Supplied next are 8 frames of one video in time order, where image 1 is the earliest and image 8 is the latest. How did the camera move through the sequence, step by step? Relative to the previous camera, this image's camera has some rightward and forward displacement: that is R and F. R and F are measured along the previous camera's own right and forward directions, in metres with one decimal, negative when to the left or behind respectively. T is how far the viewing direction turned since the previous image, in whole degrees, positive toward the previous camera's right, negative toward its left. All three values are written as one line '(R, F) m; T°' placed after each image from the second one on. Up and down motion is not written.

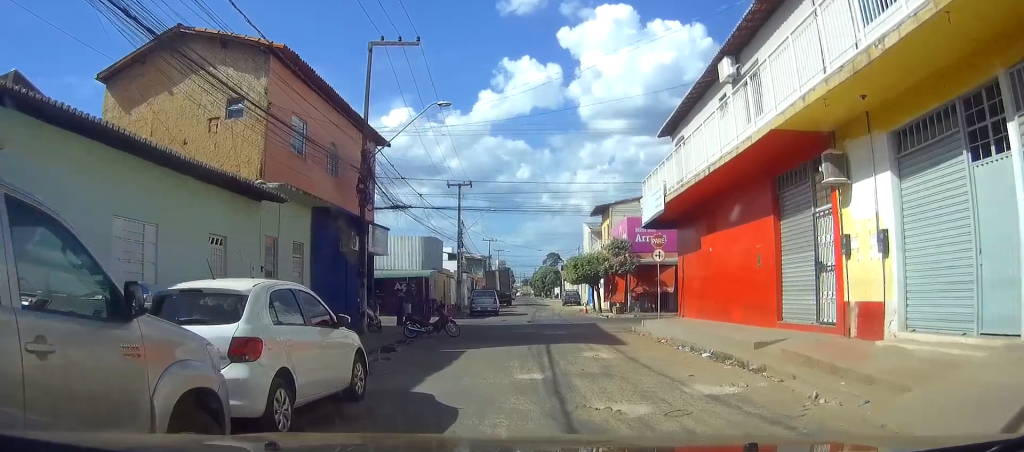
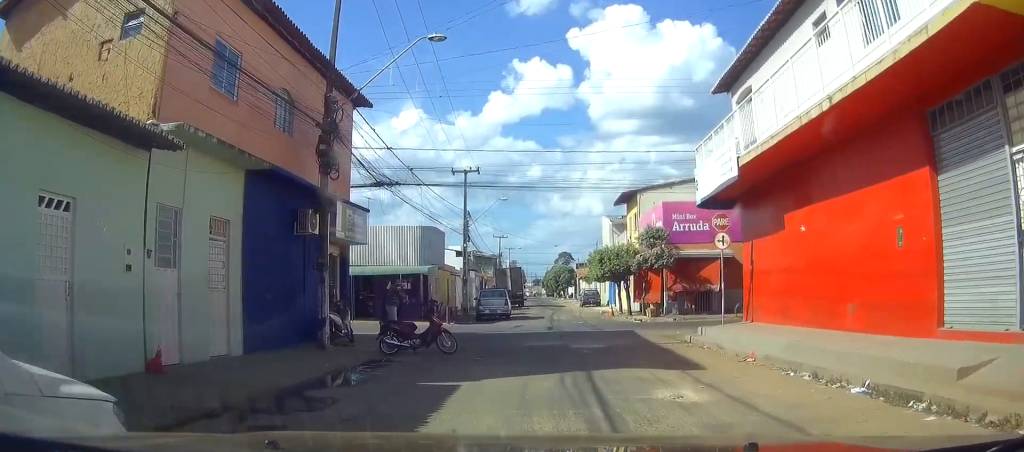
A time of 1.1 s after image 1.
(+0.2, +5.9) m; +2°
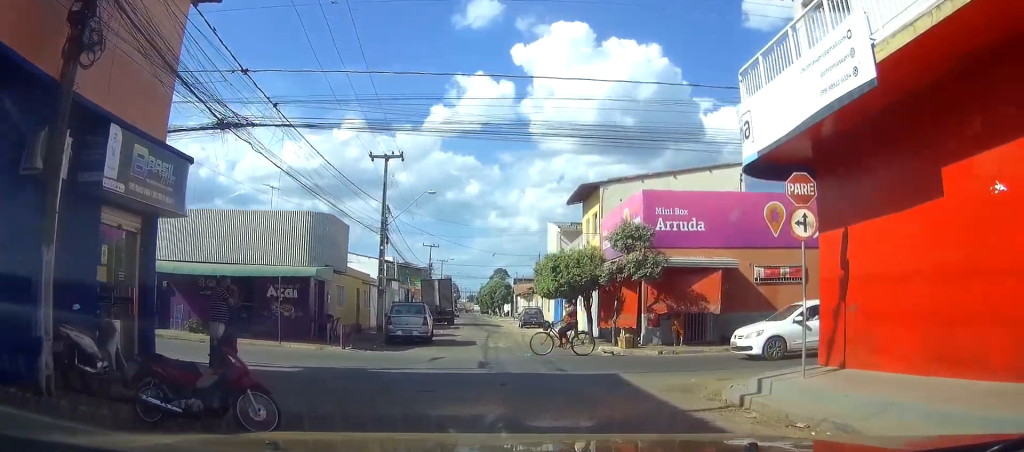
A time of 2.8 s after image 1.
(-0.1, +8.5) m; -3°
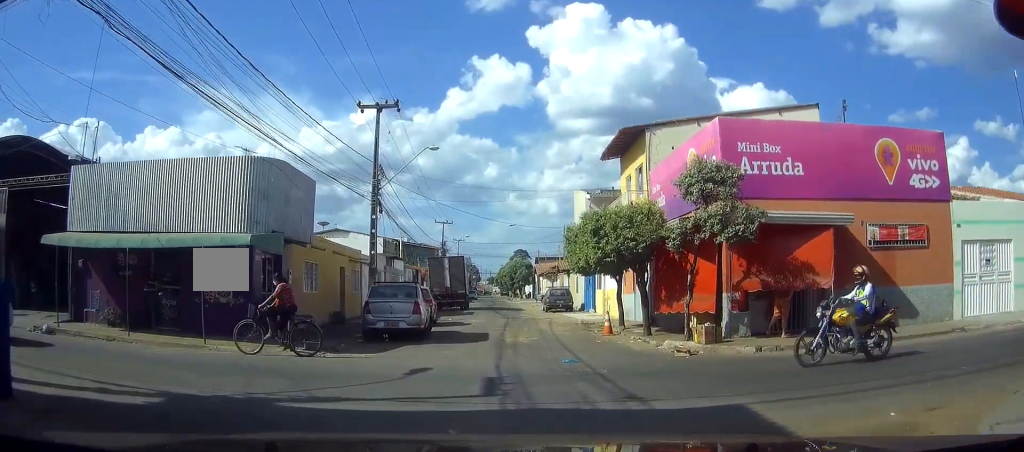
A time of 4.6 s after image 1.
(-0.3, +7.0) m; -7°
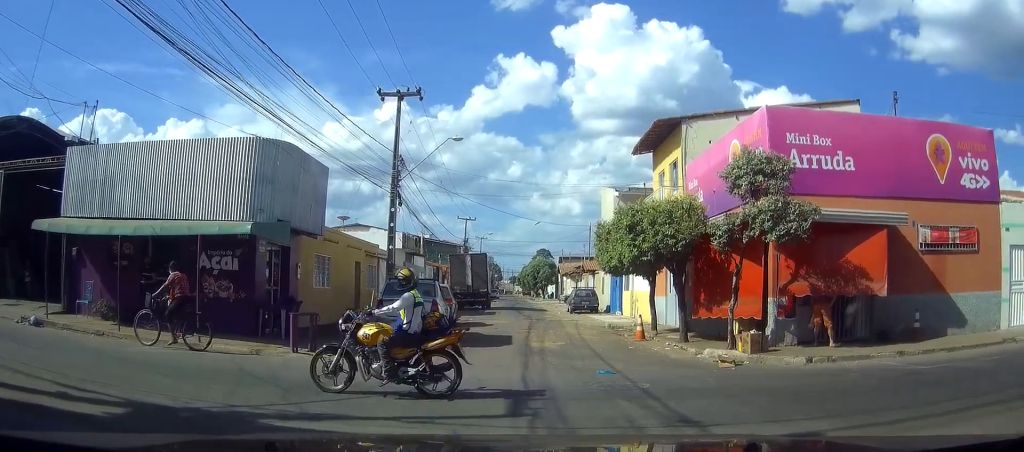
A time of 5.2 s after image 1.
(-0.1, +1.5) m; -3°
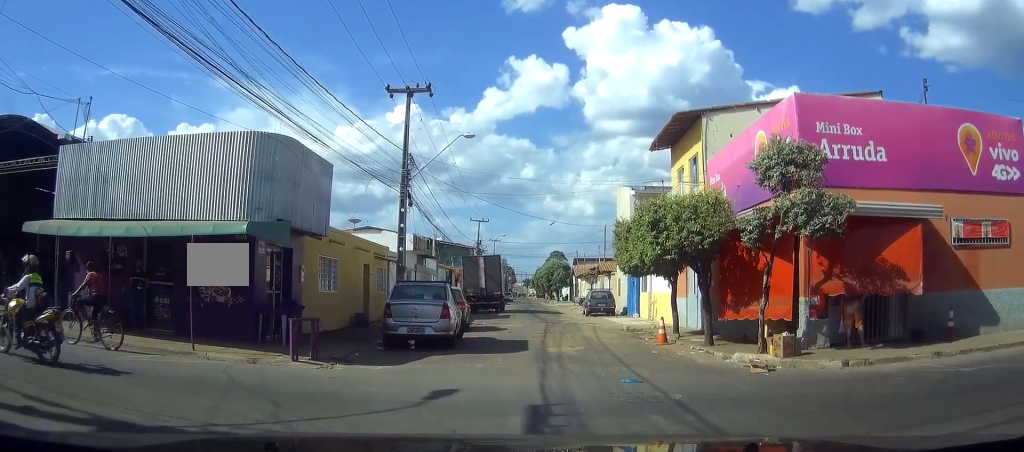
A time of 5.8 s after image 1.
(0.0, +1.0) m; -5°
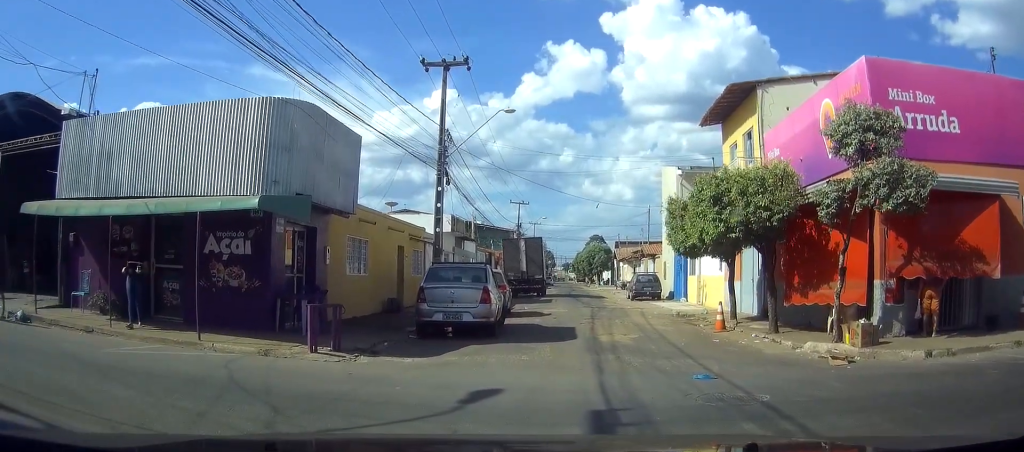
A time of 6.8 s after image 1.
(-0.1, +1.6) m; -11°
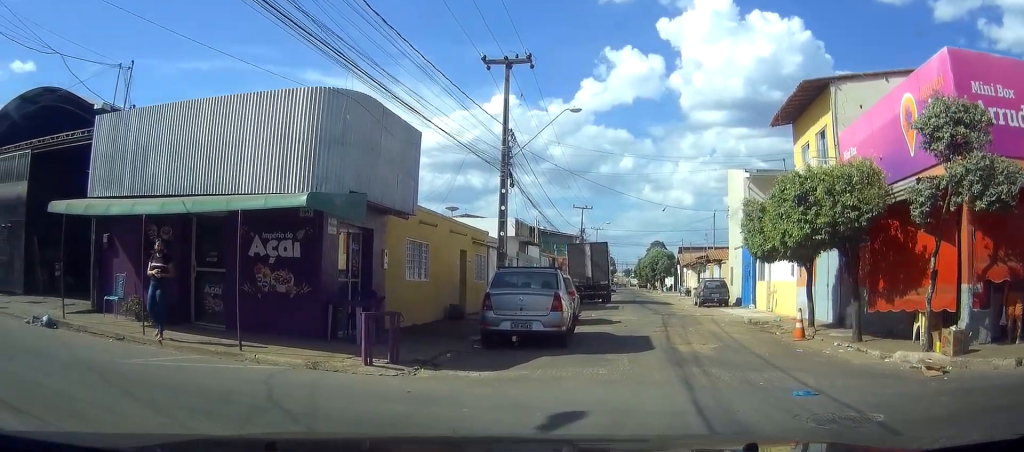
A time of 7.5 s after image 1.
(-0.2, +1.1) m; -9°
